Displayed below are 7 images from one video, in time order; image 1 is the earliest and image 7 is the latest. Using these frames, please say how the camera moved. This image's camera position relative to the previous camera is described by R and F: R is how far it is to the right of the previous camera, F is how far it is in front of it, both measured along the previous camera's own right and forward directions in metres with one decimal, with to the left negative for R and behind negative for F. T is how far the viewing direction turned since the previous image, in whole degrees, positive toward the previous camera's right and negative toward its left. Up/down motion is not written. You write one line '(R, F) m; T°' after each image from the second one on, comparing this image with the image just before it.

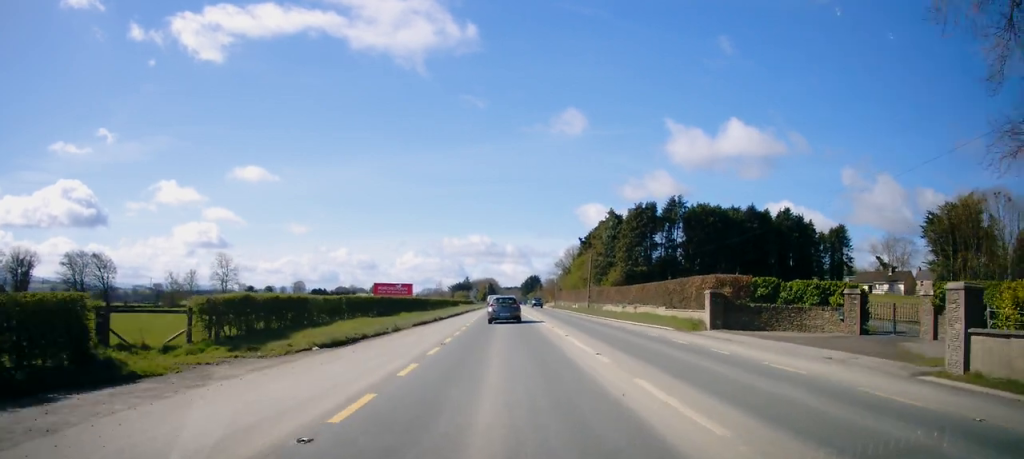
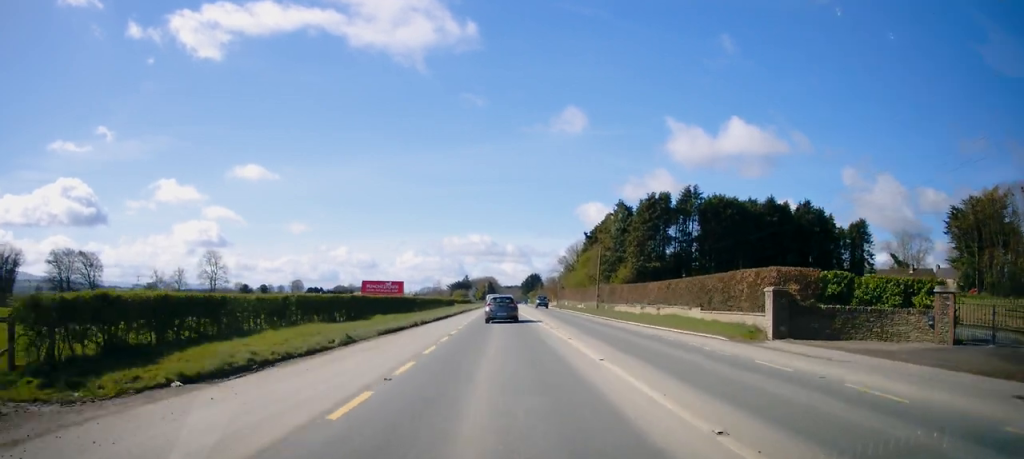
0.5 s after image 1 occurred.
(0.0, +7.8) m; 0°
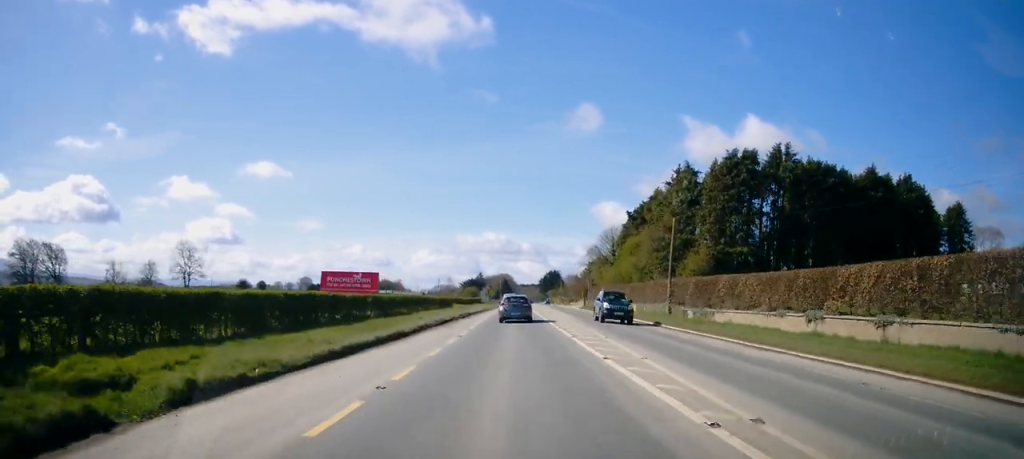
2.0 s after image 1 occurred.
(0.0, +25.4) m; 0°
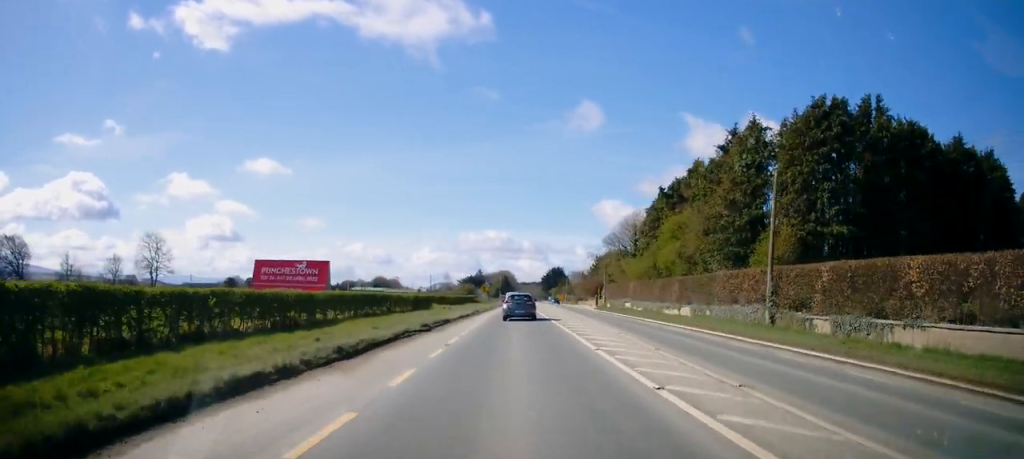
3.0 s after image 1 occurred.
(-0.1, +17.0) m; -1°
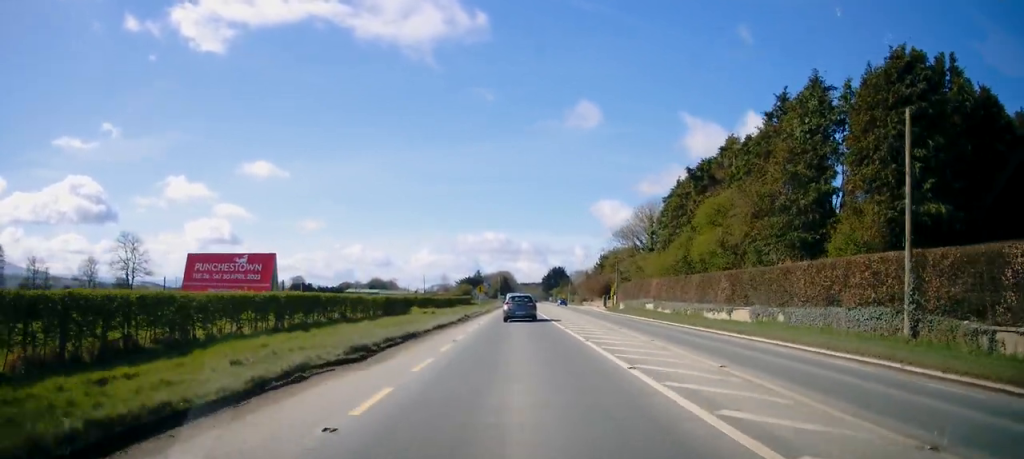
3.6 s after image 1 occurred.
(-0.1, +10.3) m; 0°
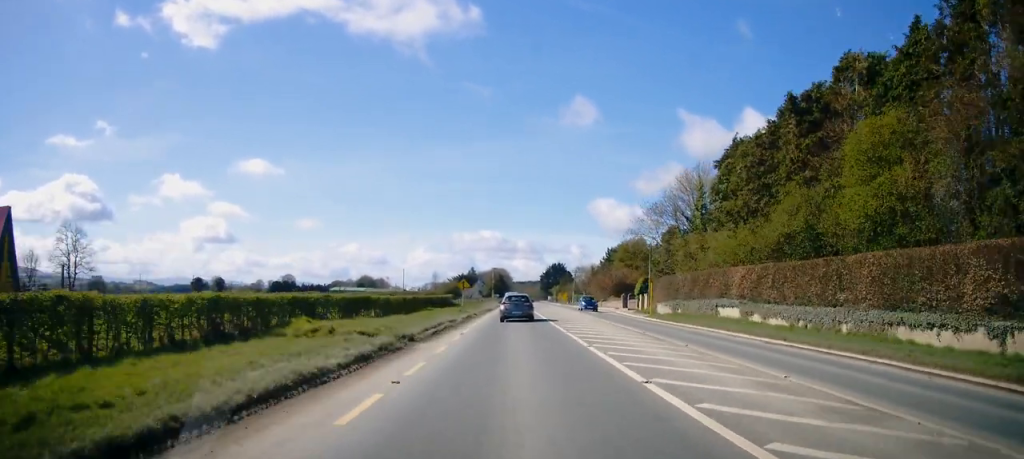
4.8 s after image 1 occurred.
(+0.1, +20.7) m; +1°
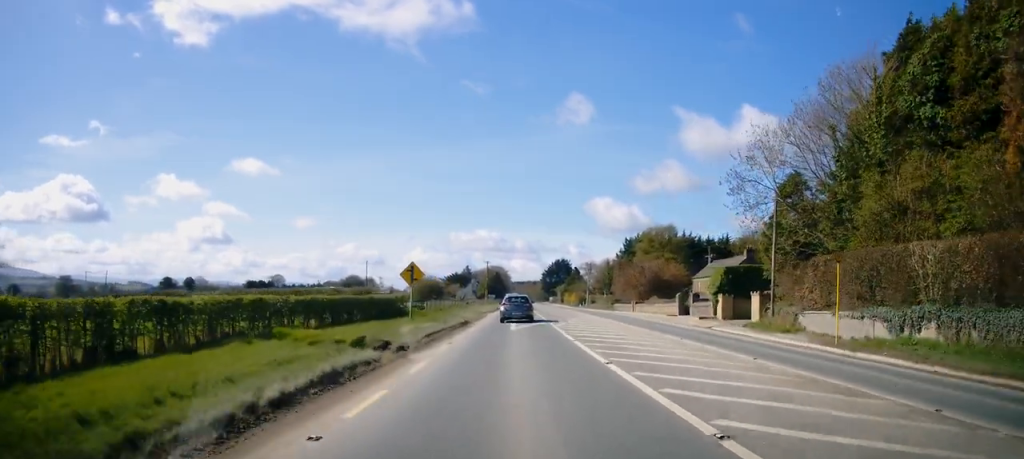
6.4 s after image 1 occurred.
(0.0, +27.9) m; 0°
